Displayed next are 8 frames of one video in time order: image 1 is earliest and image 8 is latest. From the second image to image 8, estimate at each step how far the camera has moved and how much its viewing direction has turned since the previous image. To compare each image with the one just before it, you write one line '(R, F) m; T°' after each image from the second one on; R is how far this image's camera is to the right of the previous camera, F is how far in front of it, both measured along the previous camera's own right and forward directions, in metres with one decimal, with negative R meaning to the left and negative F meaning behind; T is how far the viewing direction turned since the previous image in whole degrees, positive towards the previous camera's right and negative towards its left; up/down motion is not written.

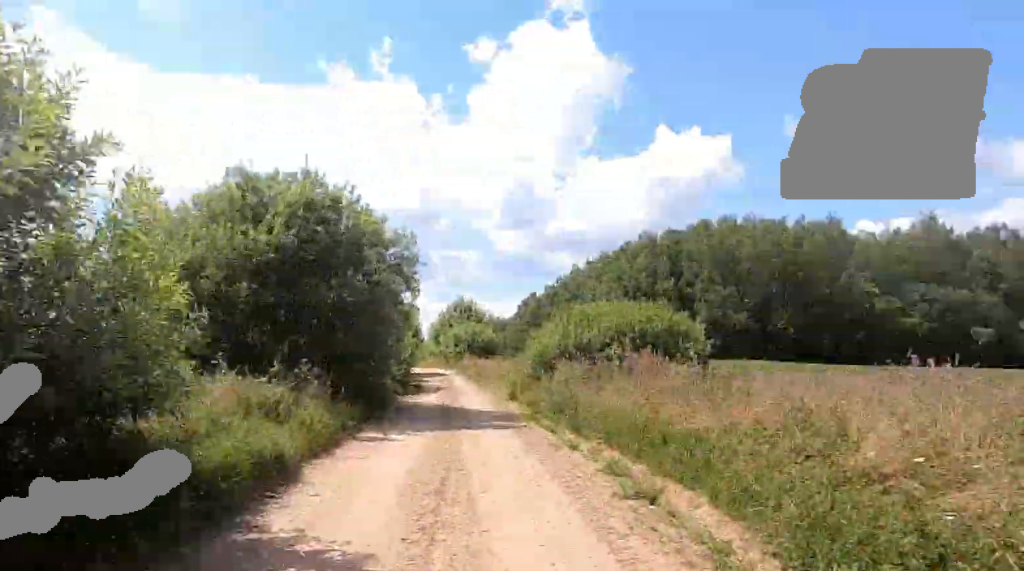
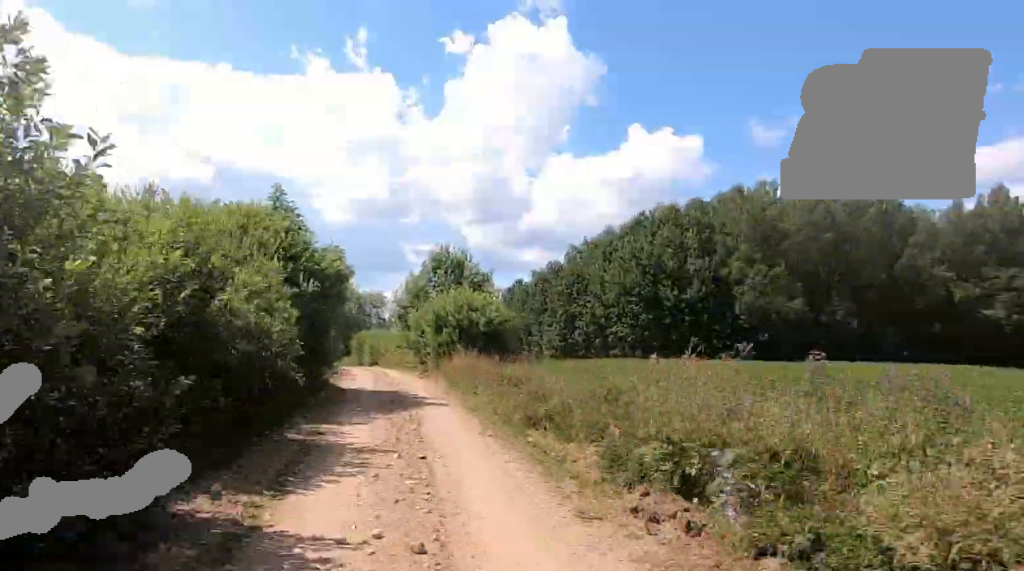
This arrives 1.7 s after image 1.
(-0.5, +24.9) m; -1°
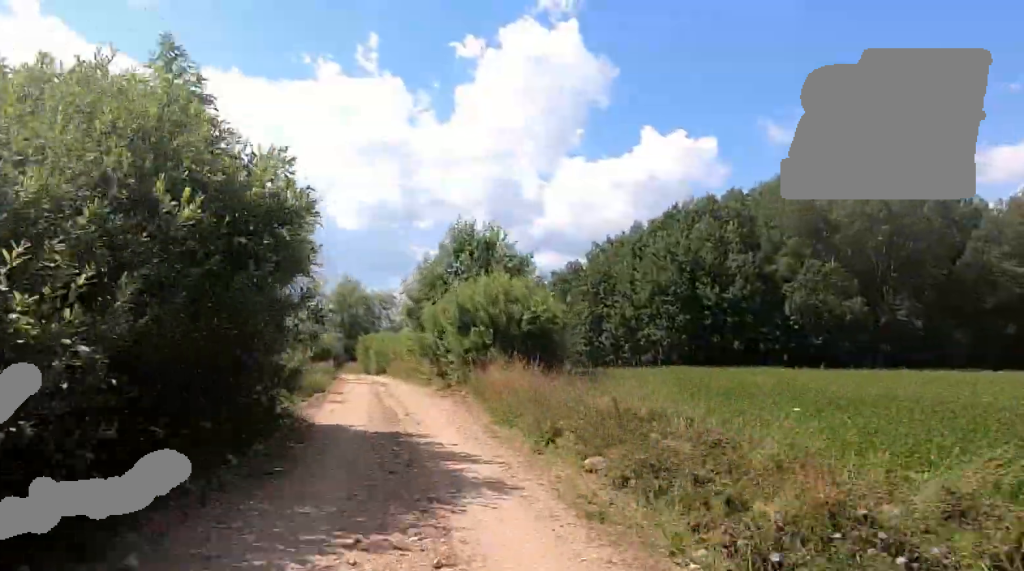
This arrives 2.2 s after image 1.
(+0.7, +7.8) m; 0°
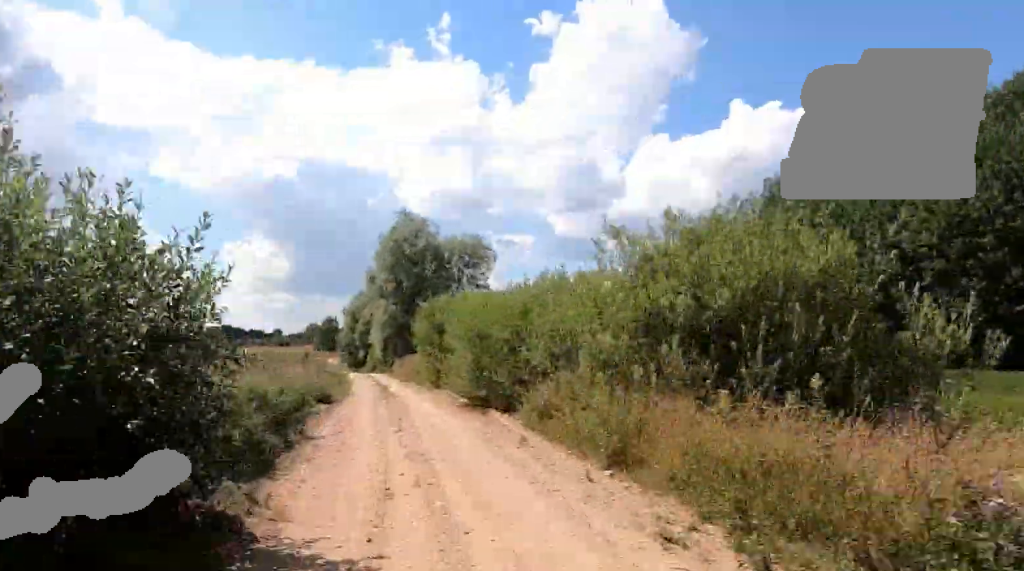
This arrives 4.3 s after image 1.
(-2.9, +33.8) m; -5°
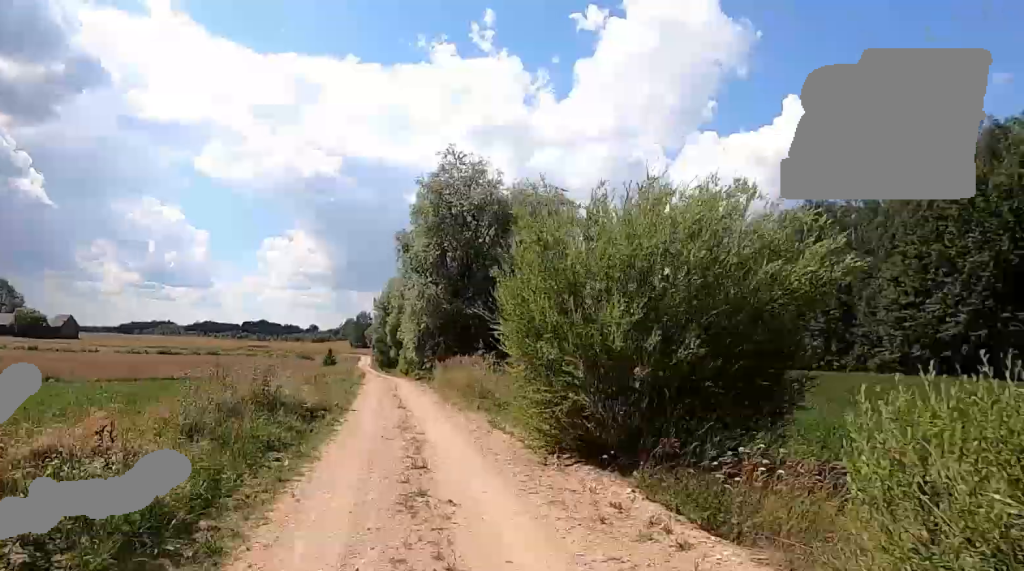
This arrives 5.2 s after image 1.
(0.0, +15.6) m; -4°
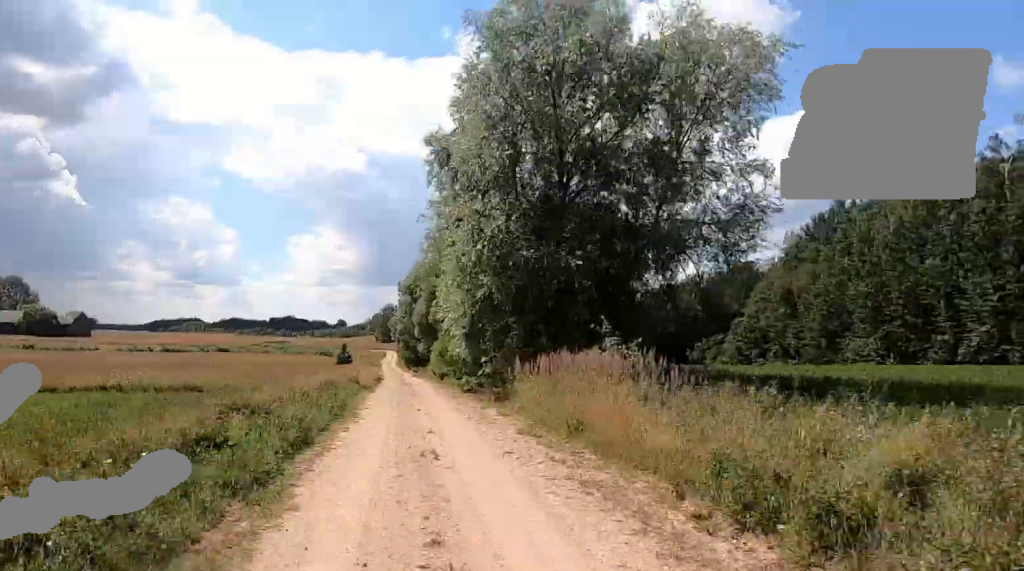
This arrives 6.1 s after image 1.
(-1.3, +17.3) m; -3°
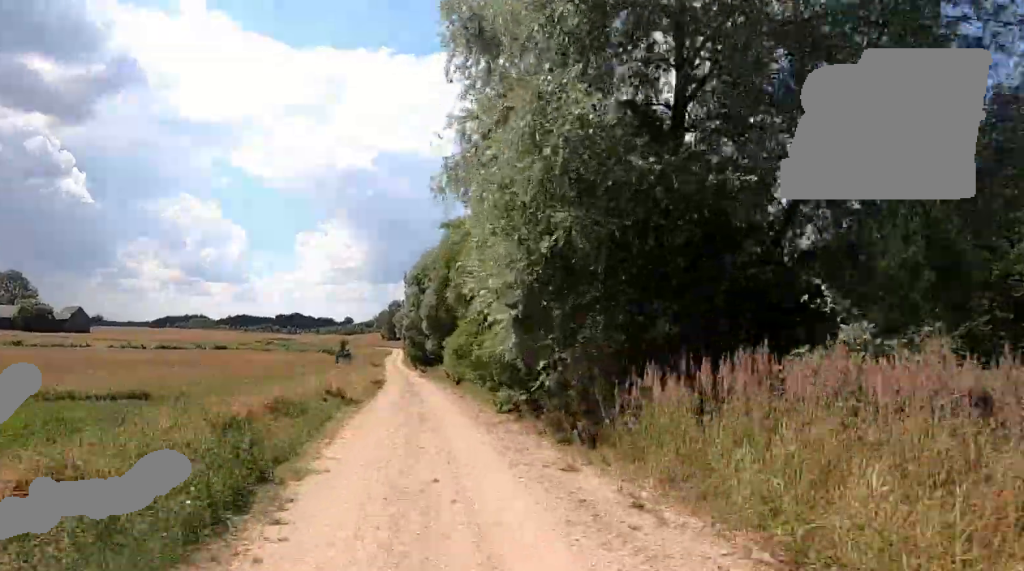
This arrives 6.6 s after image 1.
(0.0, +8.6) m; 0°
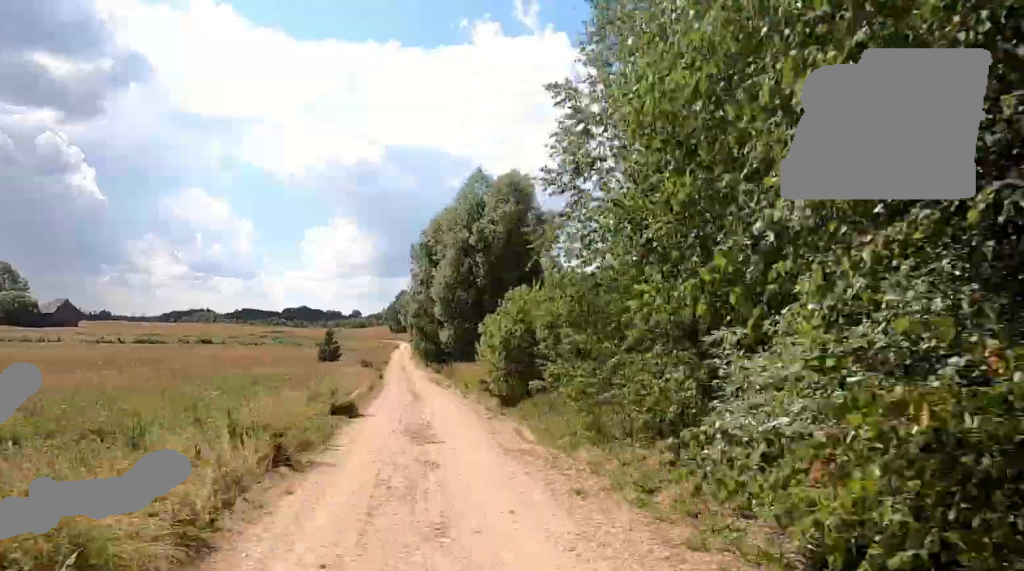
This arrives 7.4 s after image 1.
(+0.3, +15.1) m; +1°
